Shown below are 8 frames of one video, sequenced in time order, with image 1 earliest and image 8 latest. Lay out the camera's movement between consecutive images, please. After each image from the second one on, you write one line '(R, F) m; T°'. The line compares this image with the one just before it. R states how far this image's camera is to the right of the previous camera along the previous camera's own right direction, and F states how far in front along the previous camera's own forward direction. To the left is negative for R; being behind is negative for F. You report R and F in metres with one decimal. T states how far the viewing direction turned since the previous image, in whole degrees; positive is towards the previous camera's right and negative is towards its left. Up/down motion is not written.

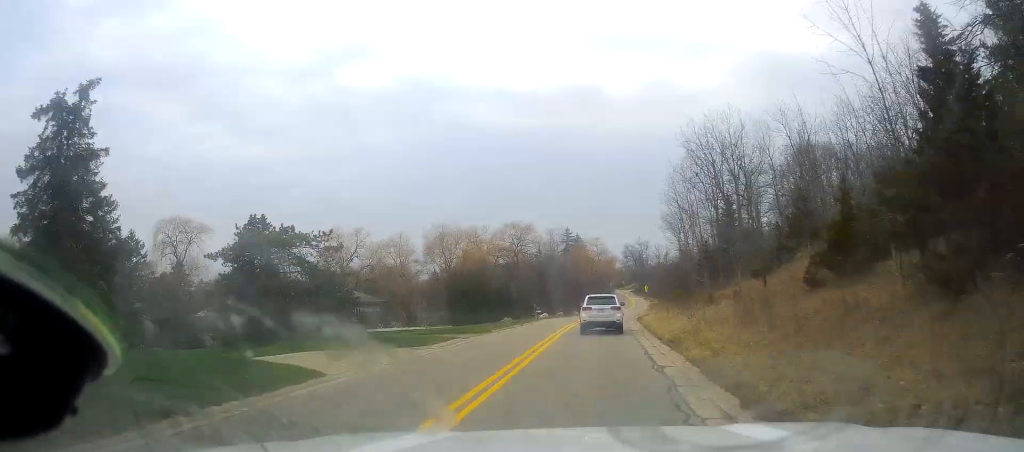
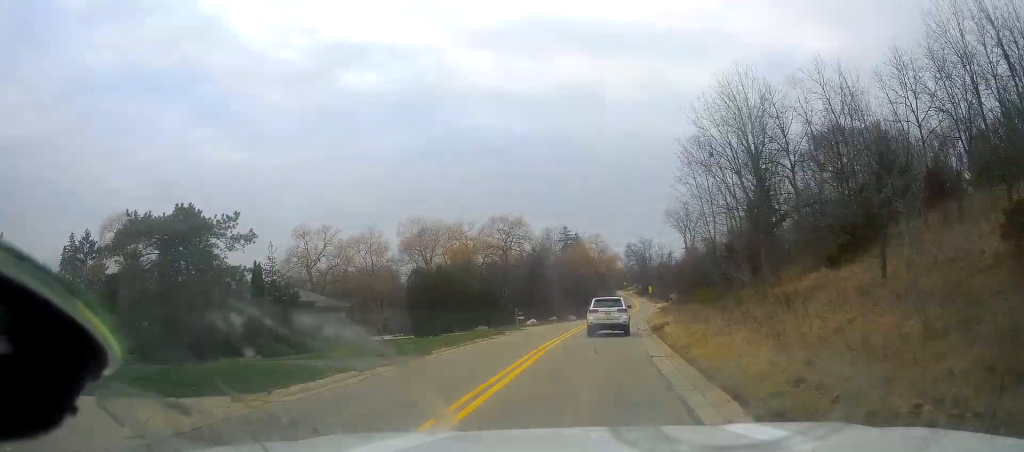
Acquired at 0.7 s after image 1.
(+0.7, +12.1) m; +1°
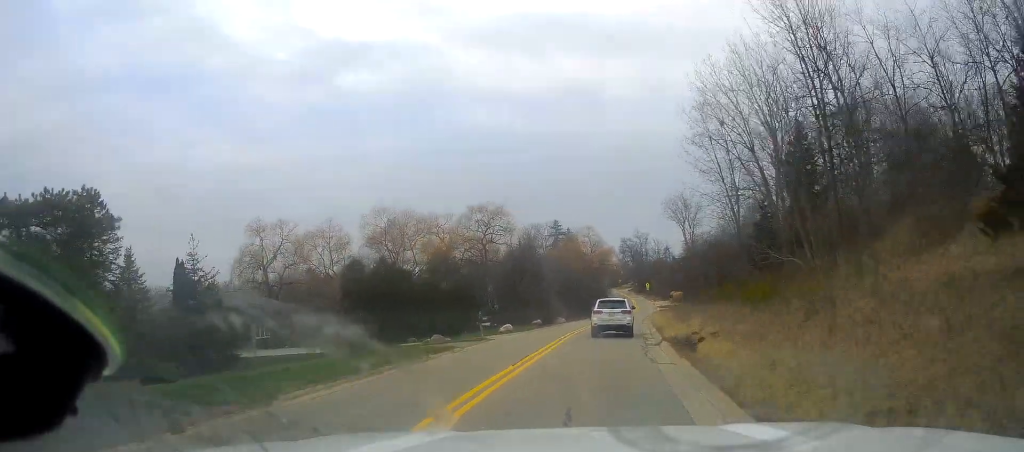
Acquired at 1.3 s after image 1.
(-0.2, +11.0) m; 0°
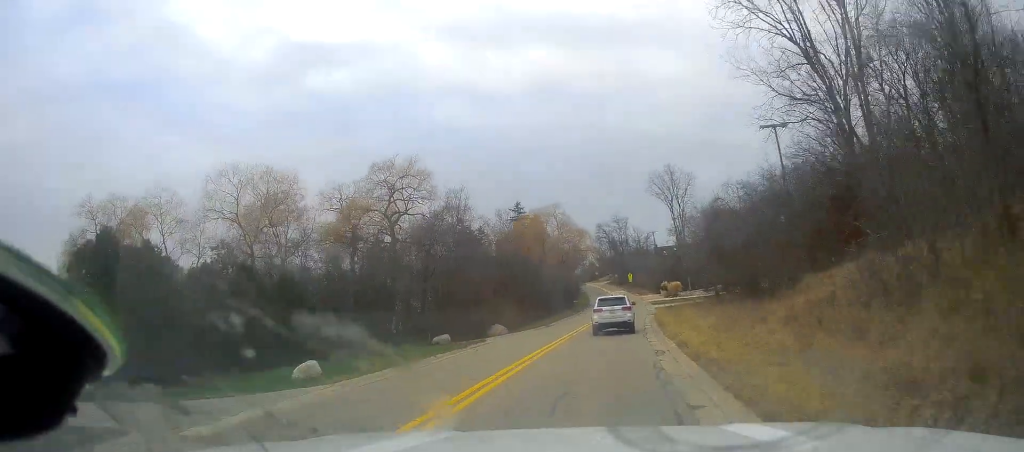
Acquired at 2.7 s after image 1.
(+0.3, +27.0) m; +2°
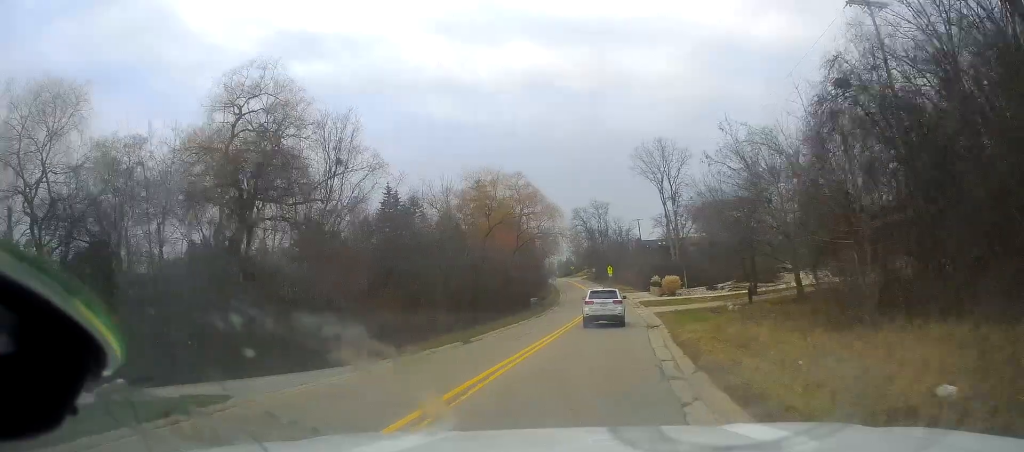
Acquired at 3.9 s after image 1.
(0.0, +21.6) m; 0°
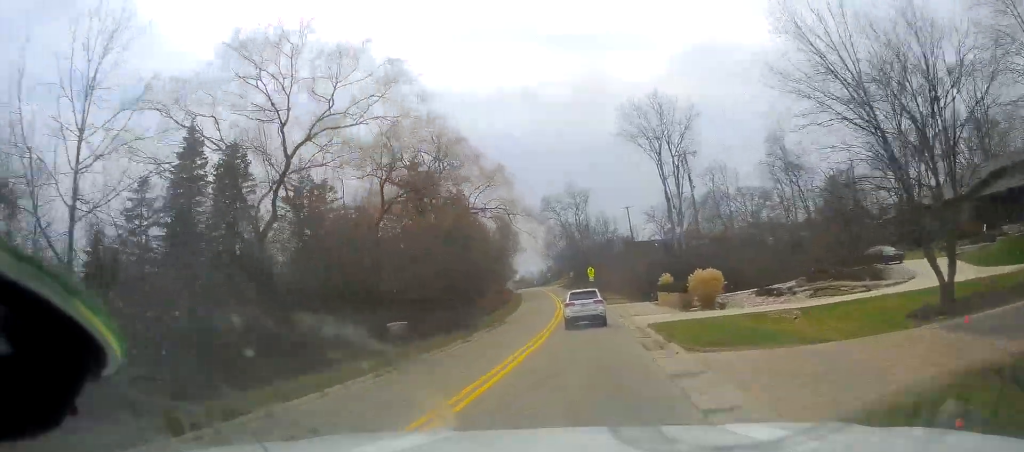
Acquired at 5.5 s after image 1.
(+0.8, +30.3) m; +2°
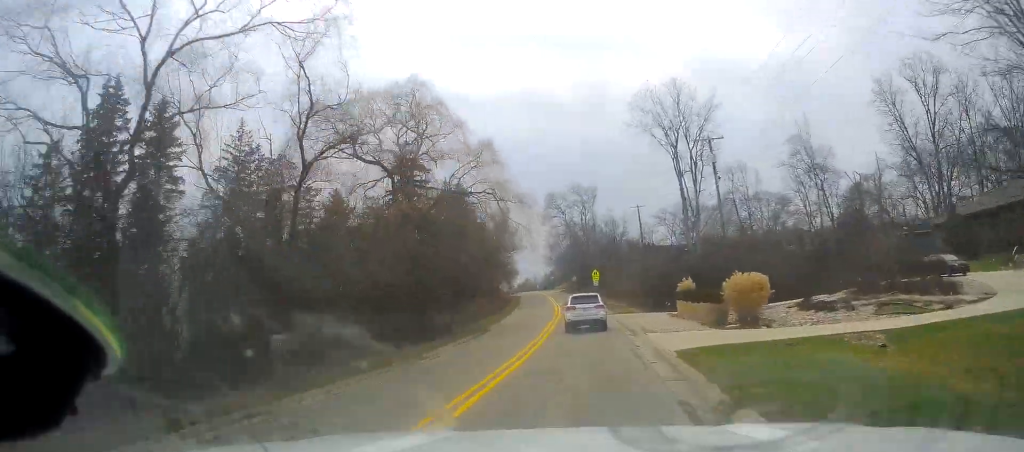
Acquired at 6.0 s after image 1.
(+0.1, +8.1) m; -1°
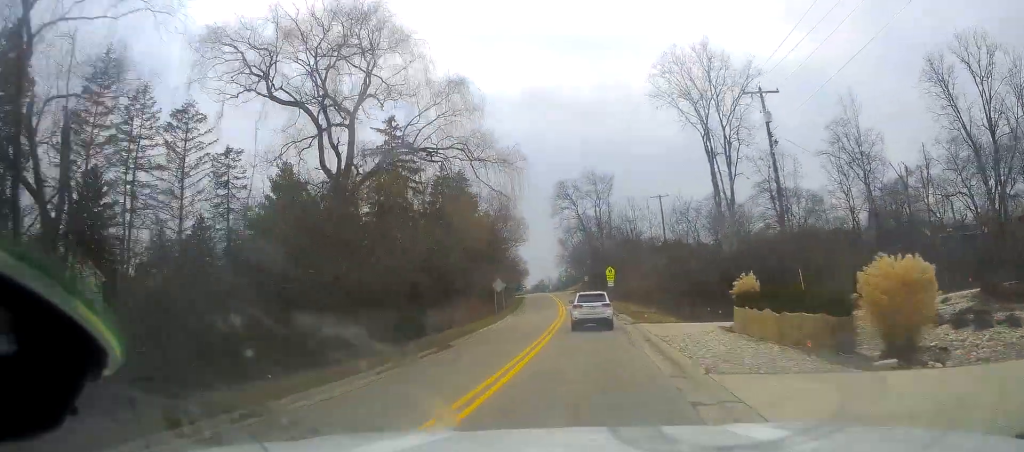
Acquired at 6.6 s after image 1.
(-0.3, +11.9) m; -2°
